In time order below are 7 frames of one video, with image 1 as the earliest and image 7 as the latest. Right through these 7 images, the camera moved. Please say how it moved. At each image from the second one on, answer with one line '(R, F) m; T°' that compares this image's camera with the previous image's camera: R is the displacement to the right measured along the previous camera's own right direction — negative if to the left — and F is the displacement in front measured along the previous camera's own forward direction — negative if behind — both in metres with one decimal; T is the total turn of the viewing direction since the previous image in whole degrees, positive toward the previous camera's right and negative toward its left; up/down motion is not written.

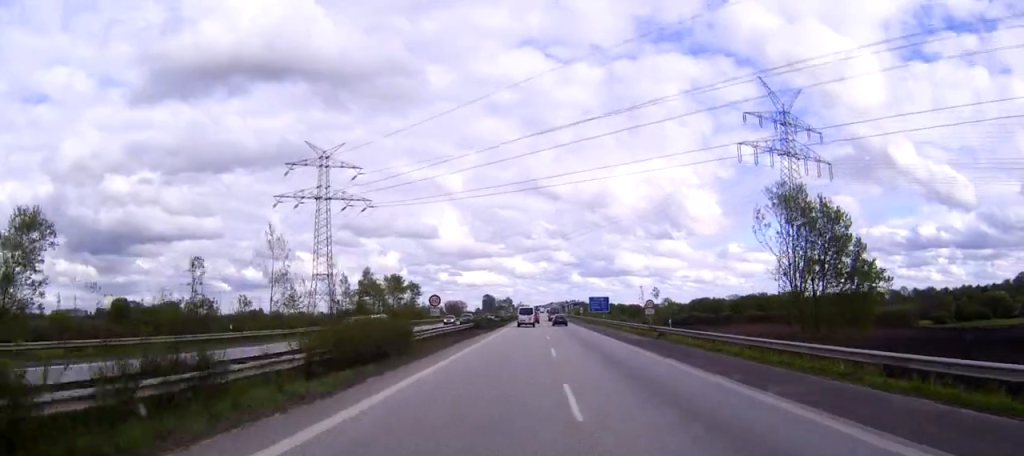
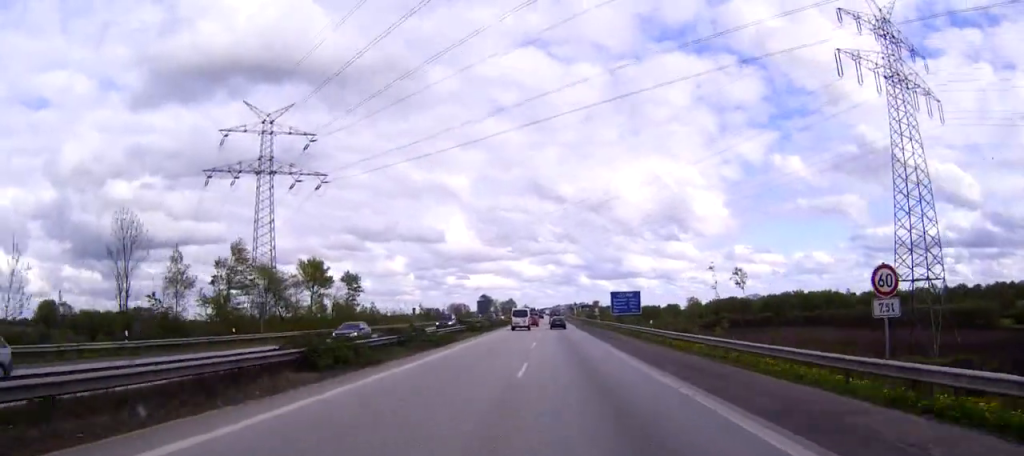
(-0.2, +45.7) m; -1°
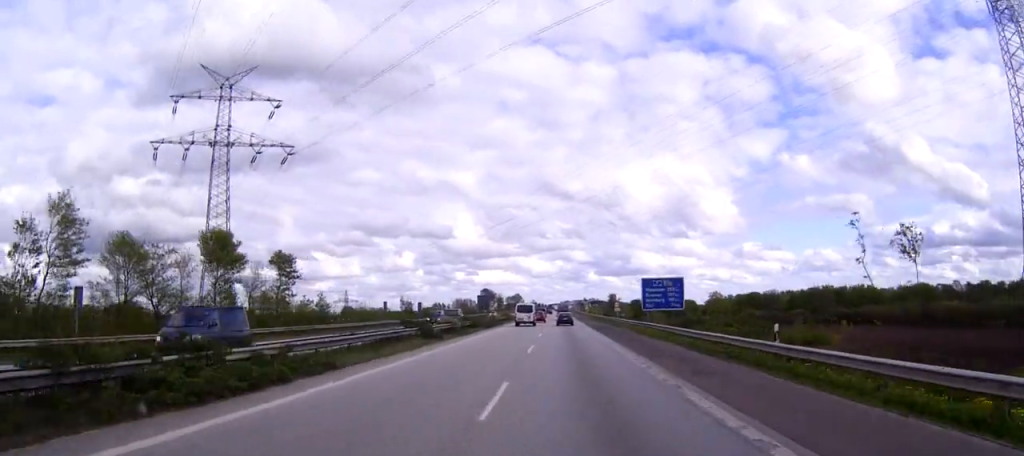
(-0.2, +26.8) m; -1°
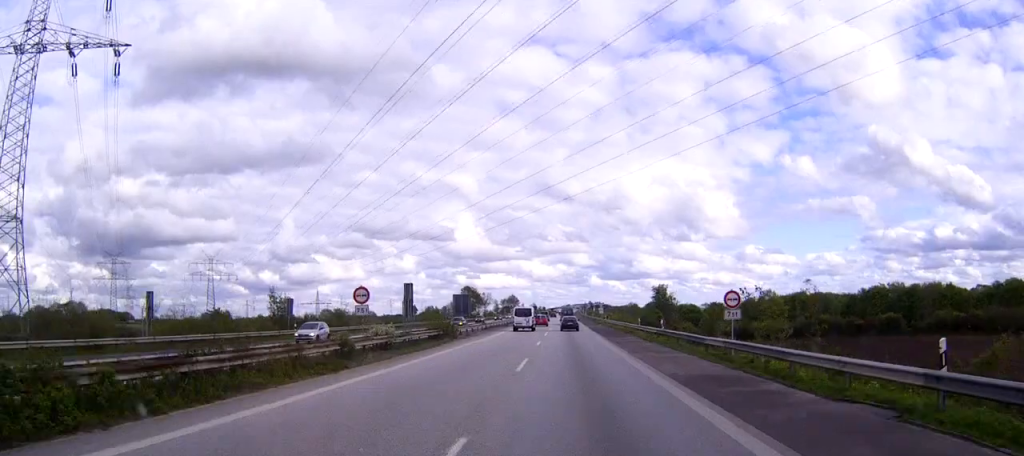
(-0.2, +61.3) m; 0°
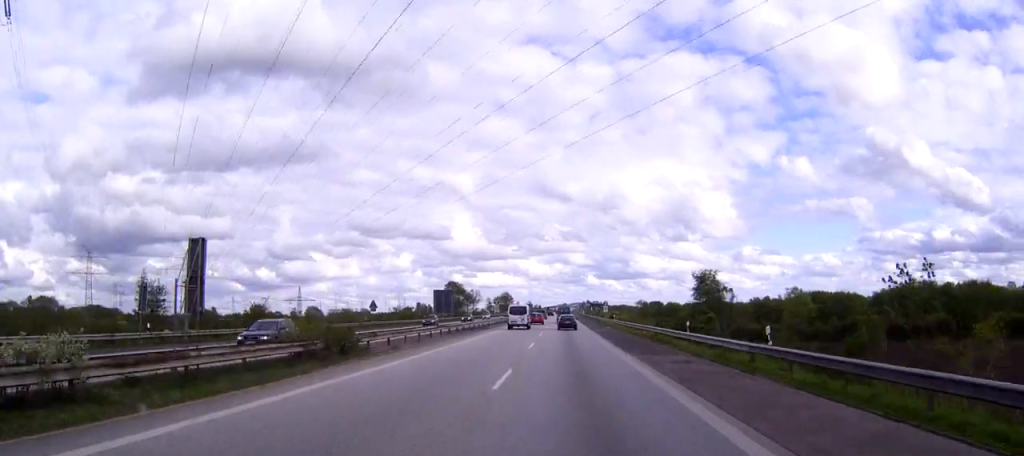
(0.0, +24.1) m; 0°
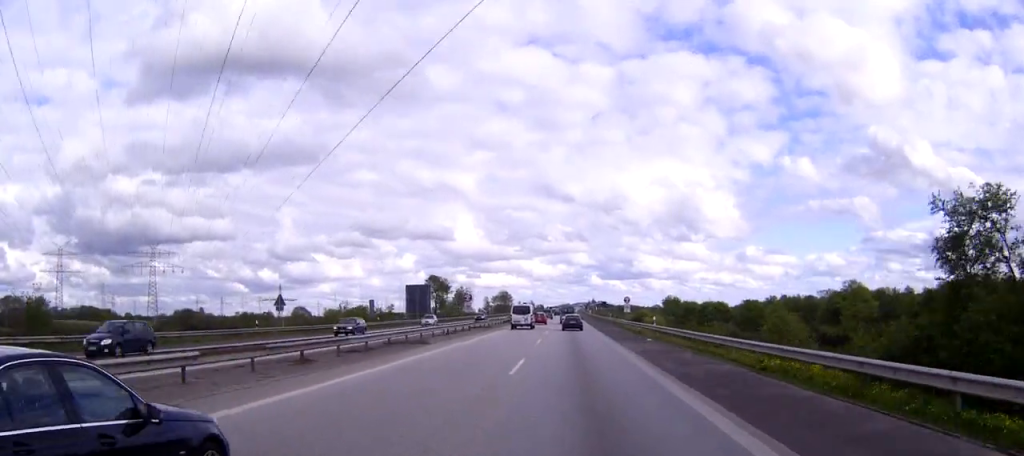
(0.0, +32.7) m; 0°
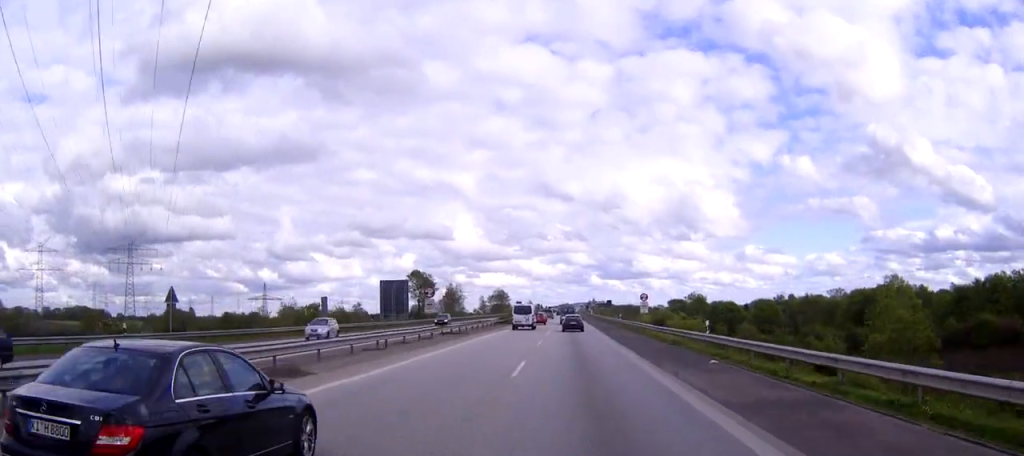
(0.0, +18.4) m; 0°
